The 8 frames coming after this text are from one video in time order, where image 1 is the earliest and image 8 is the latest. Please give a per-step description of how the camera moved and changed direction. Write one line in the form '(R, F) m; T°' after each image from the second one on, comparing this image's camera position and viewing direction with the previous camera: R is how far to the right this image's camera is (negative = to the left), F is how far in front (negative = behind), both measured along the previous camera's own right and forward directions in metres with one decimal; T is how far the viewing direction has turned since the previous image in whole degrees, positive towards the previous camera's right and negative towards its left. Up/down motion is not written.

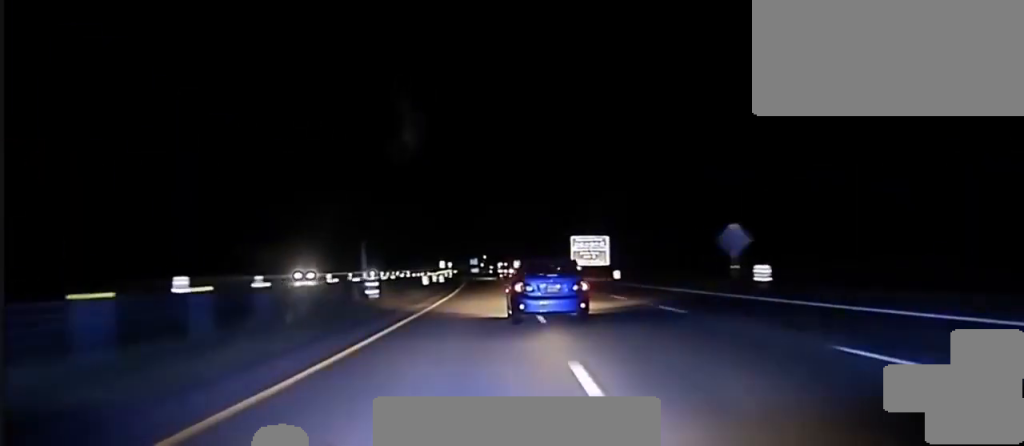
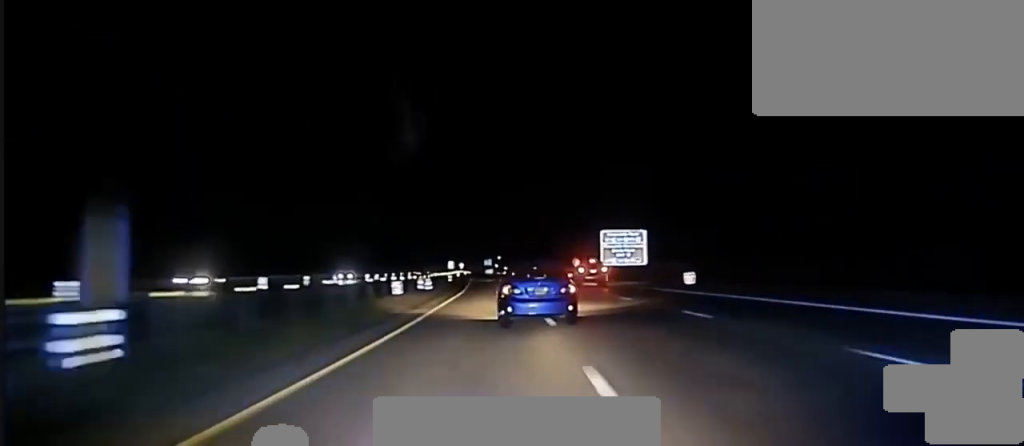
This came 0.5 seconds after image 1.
(0.0, +25.0) m; -1°
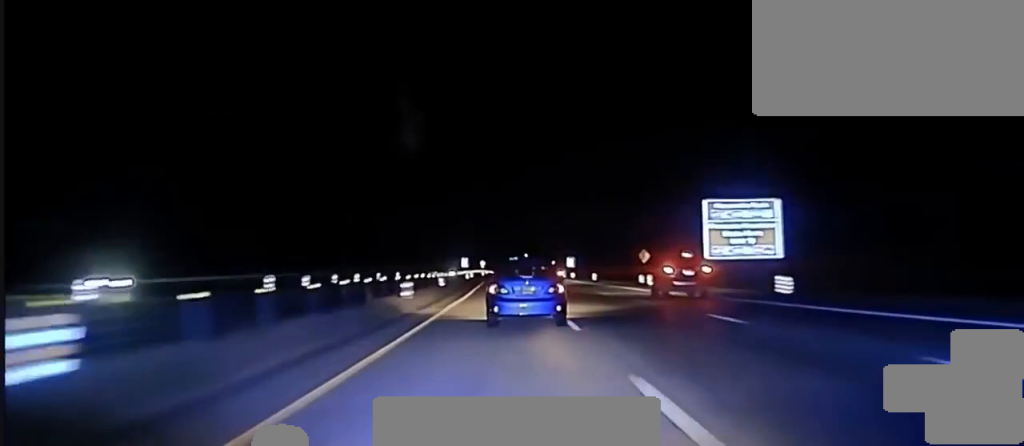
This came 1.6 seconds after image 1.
(-0.9, +49.8) m; -1°
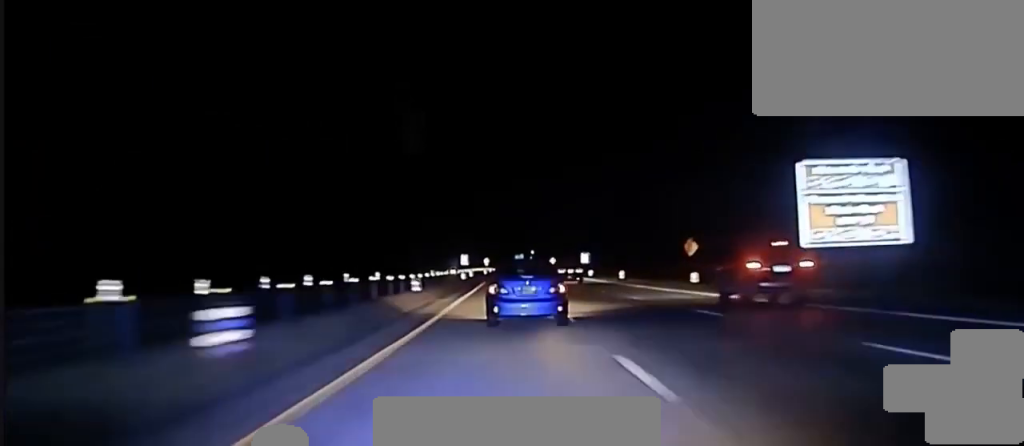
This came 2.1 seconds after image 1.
(0.0, +20.7) m; 0°
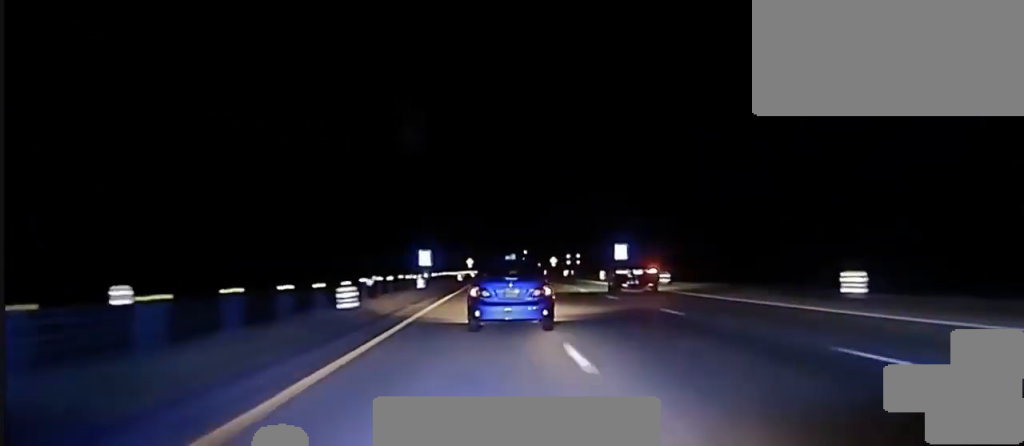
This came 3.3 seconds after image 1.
(+0.1, +59.5) m; 0°
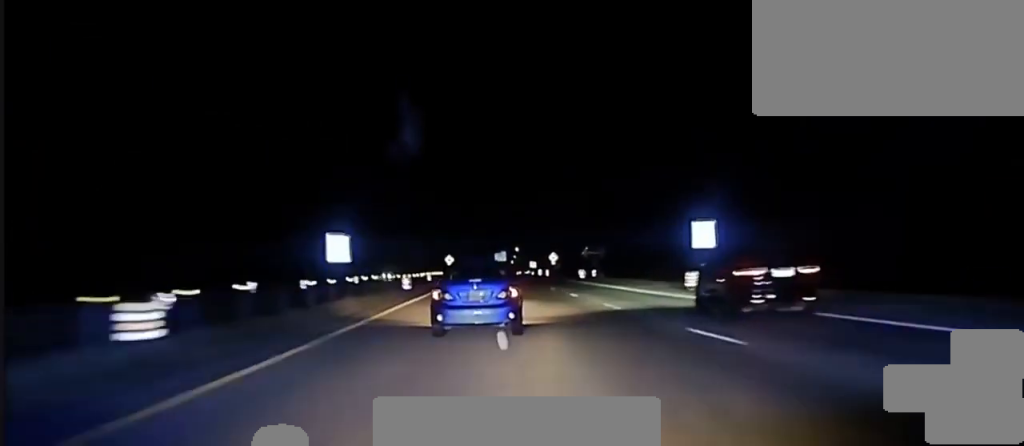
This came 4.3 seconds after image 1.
(+0.4, +44.3) m; +1°
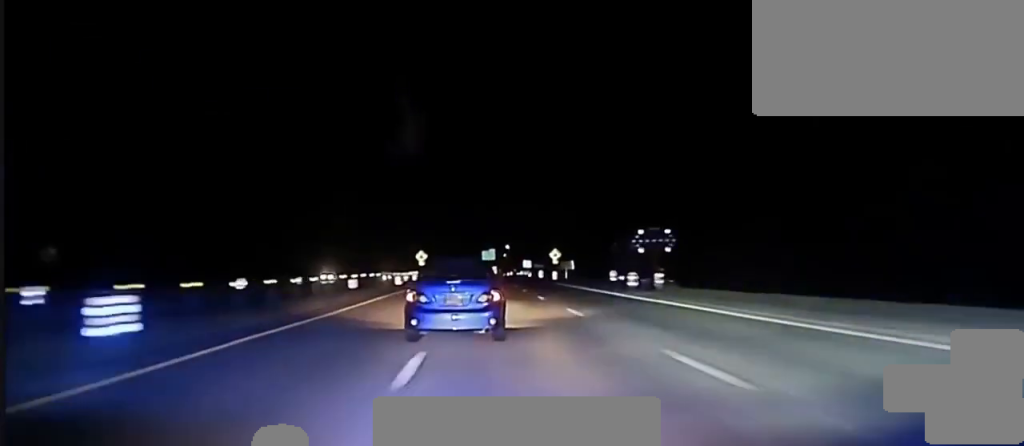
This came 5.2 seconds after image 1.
(0.0, +37.3) m; 0°
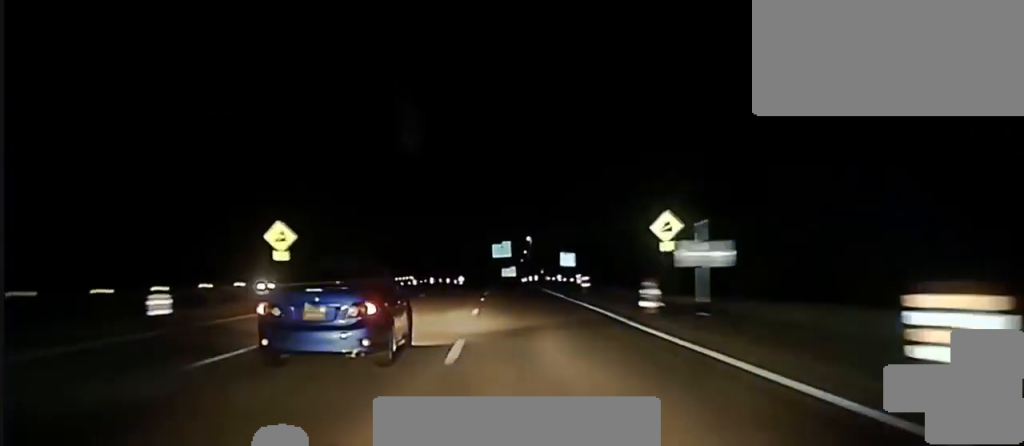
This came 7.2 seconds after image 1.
(-0.3, +95.2) m; -1°
